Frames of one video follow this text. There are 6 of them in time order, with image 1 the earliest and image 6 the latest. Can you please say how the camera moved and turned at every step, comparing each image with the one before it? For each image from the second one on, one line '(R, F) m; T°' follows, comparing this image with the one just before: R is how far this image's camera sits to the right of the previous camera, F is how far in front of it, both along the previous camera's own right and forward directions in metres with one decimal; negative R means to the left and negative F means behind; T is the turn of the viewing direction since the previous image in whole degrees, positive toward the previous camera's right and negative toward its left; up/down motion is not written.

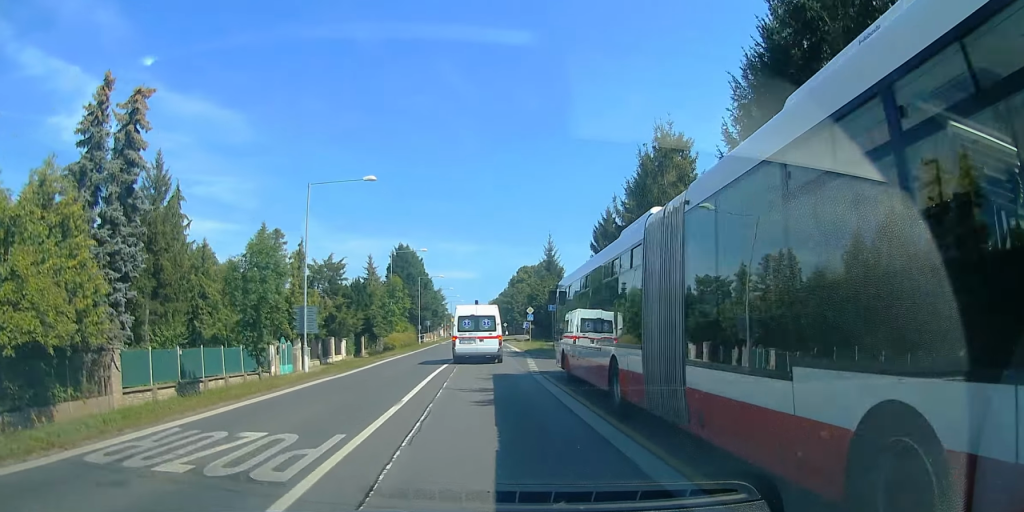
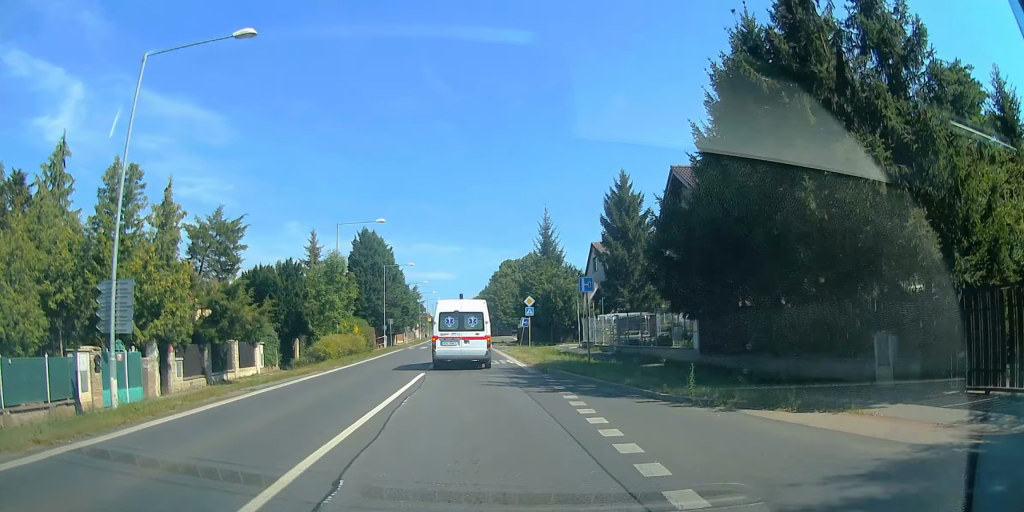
(0.0, +15.4) m; +1°
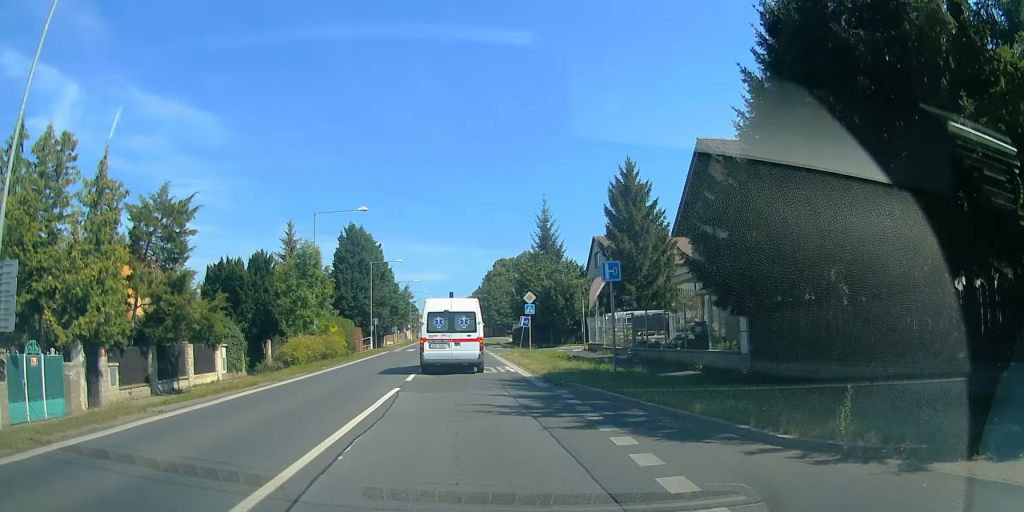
(0.0, +4.4) m; +1°
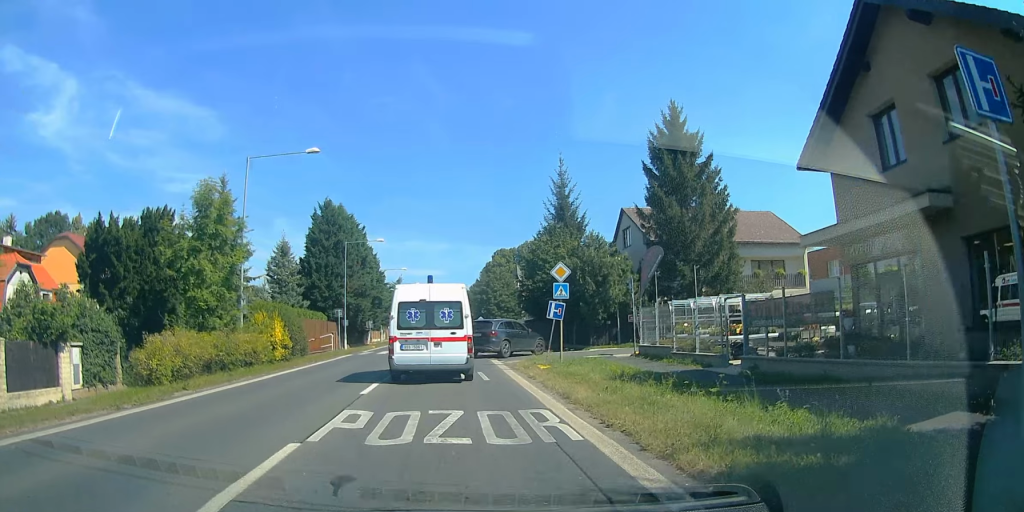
(+0.4, +12.1) m; -3°
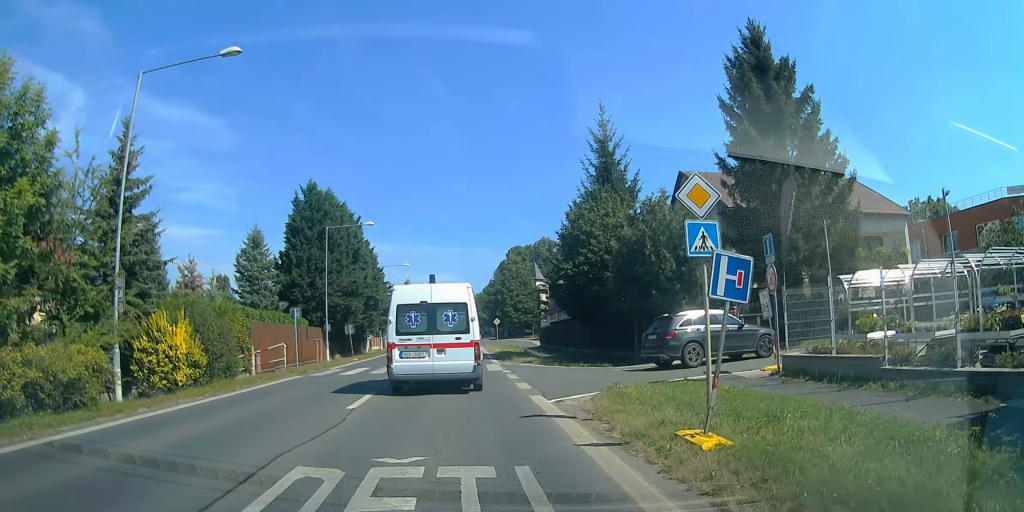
(-0.9, +11.7) m; +2°
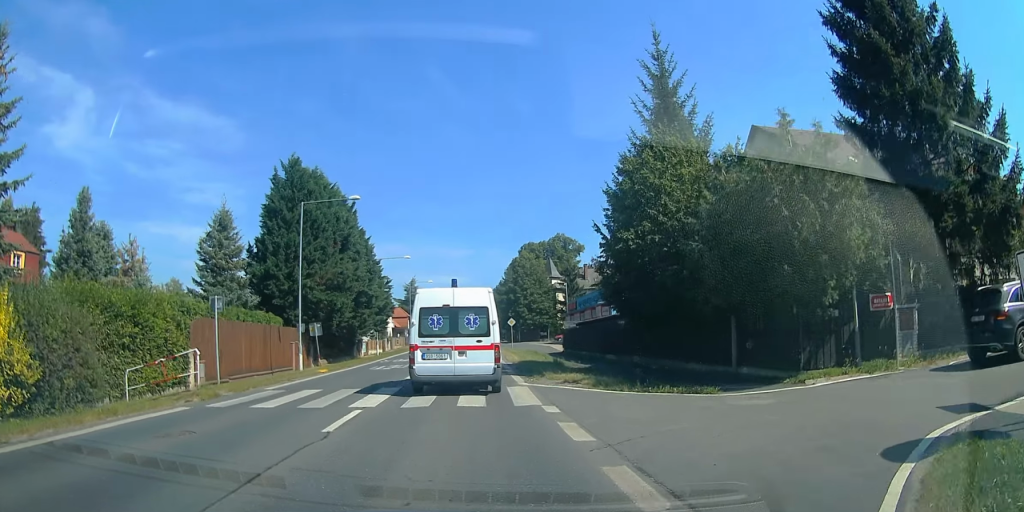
(+1.4, +9.3) m; -2°
